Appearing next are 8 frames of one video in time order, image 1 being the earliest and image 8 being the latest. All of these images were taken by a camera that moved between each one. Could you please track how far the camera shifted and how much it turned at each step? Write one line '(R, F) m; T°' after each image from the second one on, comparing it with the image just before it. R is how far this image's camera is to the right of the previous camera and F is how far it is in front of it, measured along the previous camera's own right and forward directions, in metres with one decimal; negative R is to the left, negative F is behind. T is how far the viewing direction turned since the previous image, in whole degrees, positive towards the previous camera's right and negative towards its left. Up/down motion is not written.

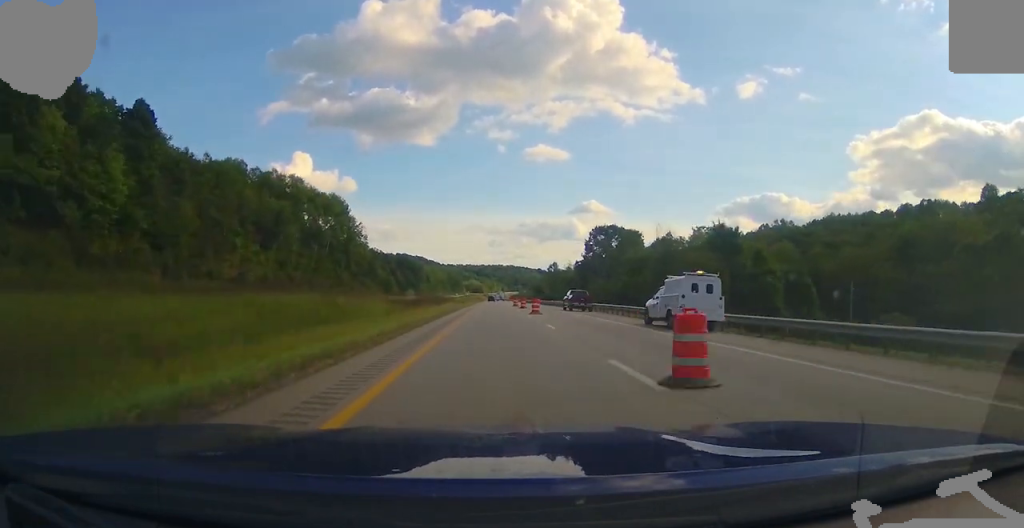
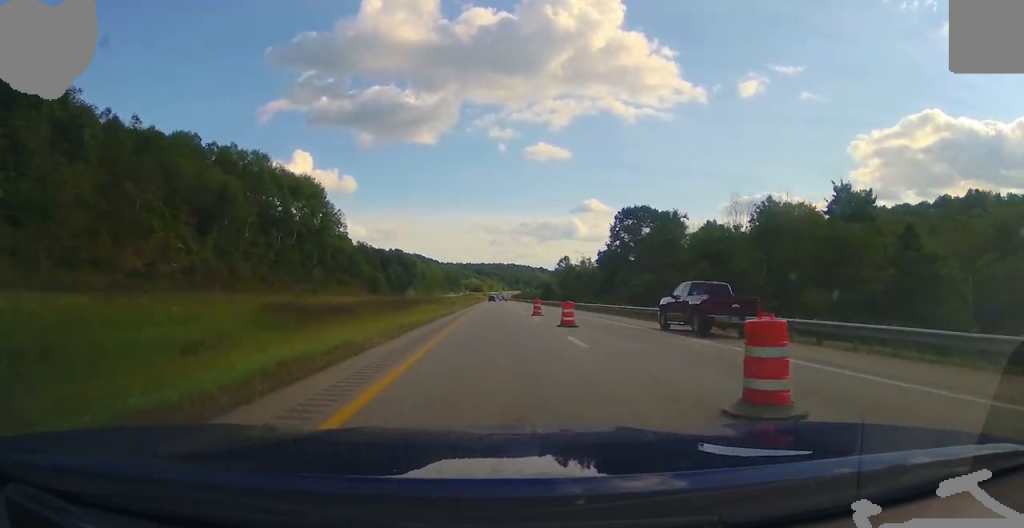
(0.0, +30.9) m; 0°
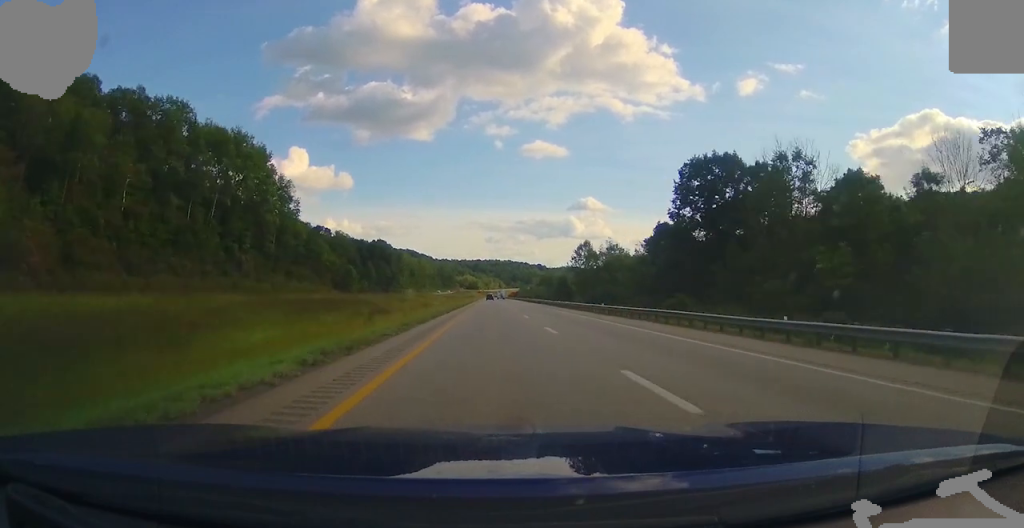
(+0.1, +44.1) m; +1°
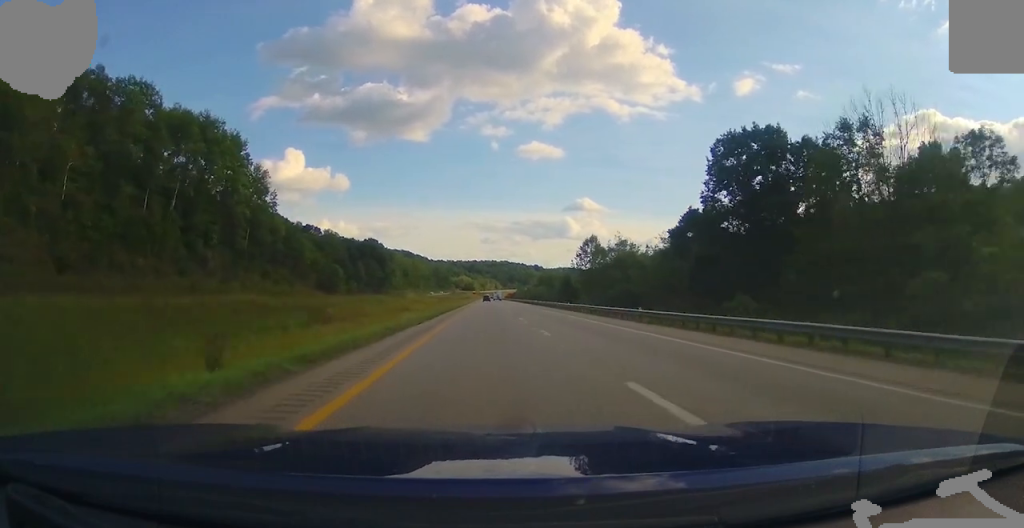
(0.0, +13.2) m; 0°
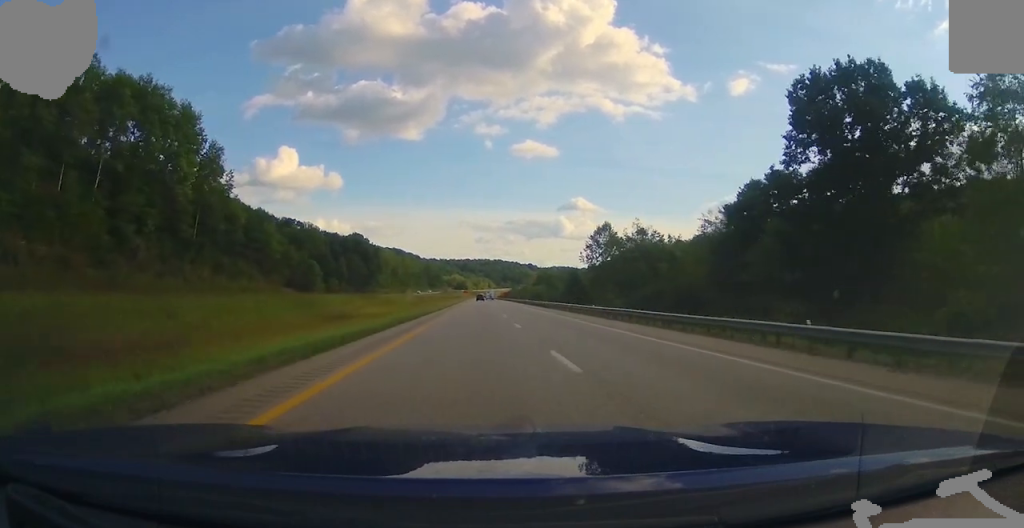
(0.0, +20.0) m; 0°
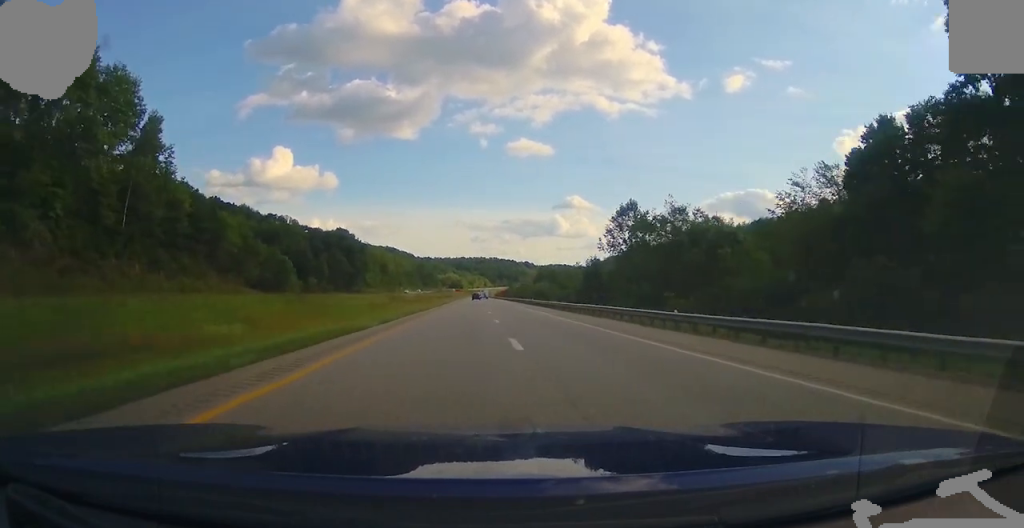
(0.0, +21.1) m; 0°
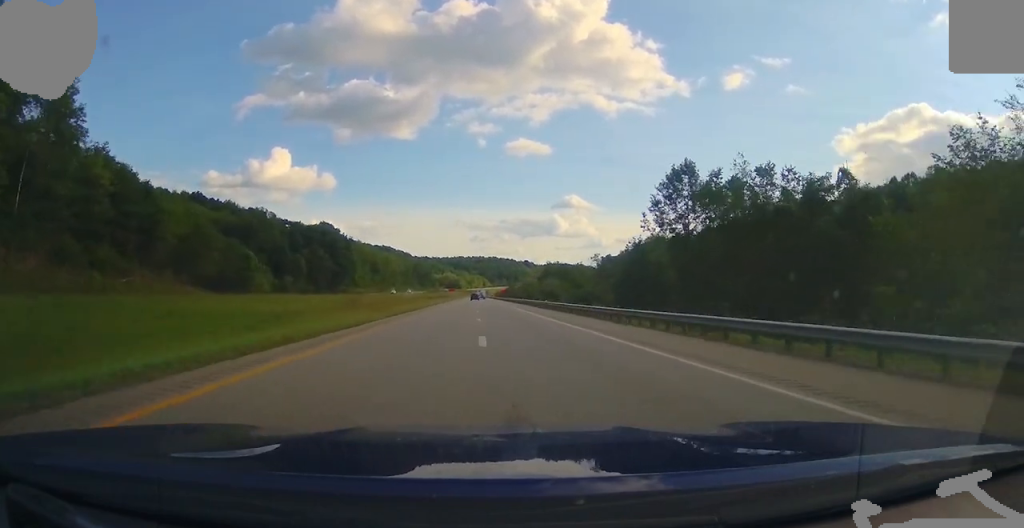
(0.0, +23.5) m; 0°
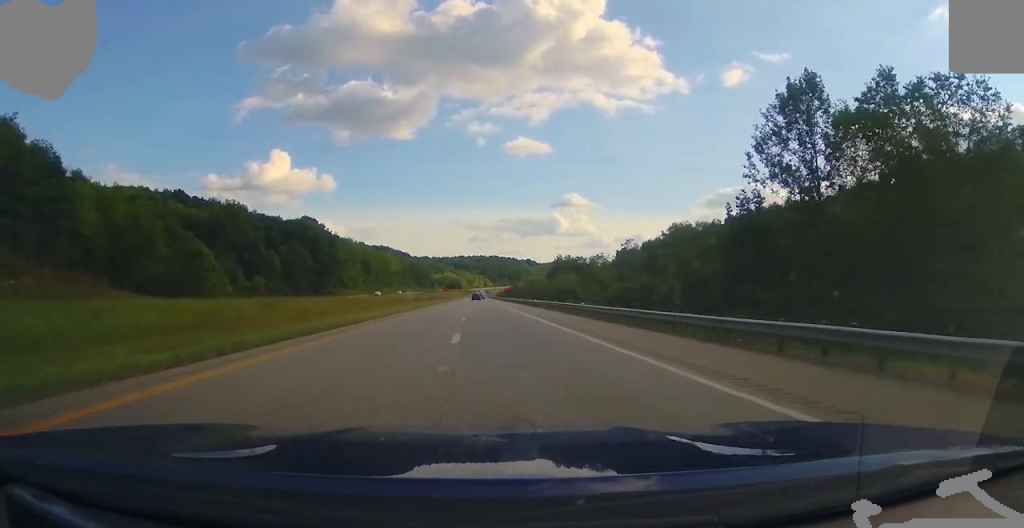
(+0.3, +23.6) m; 0°
